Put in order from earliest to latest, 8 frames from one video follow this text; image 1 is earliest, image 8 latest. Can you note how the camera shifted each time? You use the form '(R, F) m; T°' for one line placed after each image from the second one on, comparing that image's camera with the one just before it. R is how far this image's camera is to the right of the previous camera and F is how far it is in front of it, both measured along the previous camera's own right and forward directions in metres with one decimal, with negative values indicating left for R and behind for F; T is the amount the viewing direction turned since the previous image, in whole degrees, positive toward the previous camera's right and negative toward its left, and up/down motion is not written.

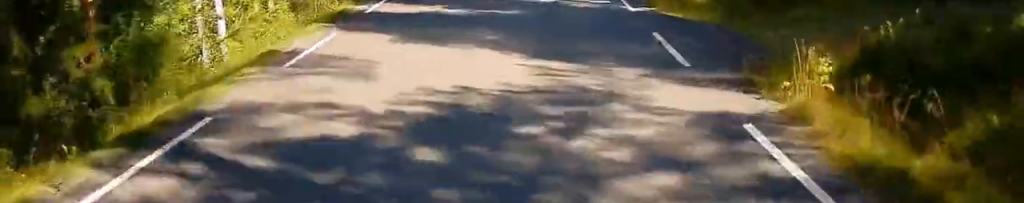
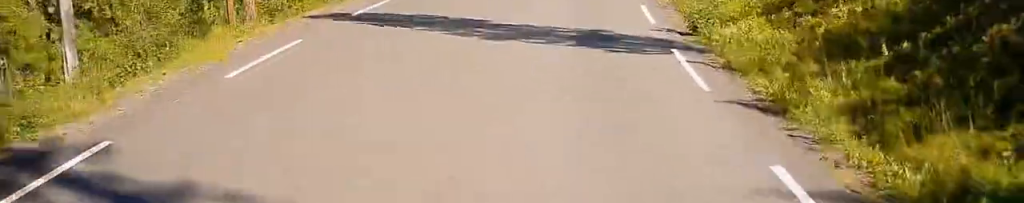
(+3.8, +36.9) m; +6°
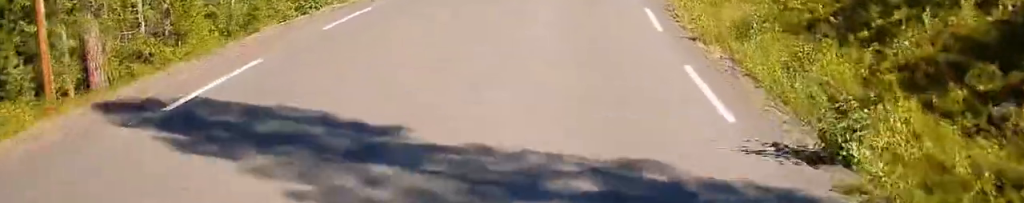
(0.0, +7.7) m; 0°
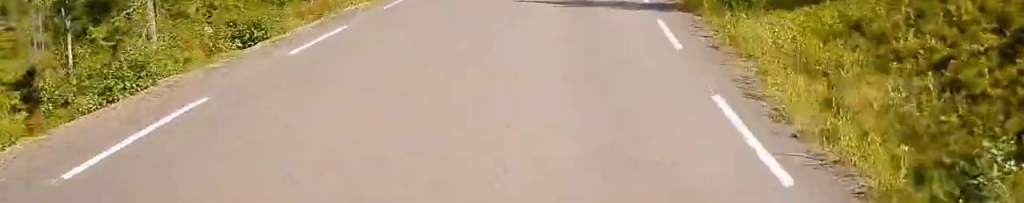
(0.0, +8.0) m; 0°
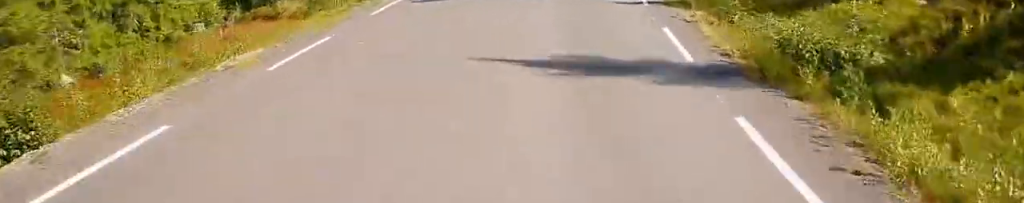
(0.0, +7.0) m; 0°
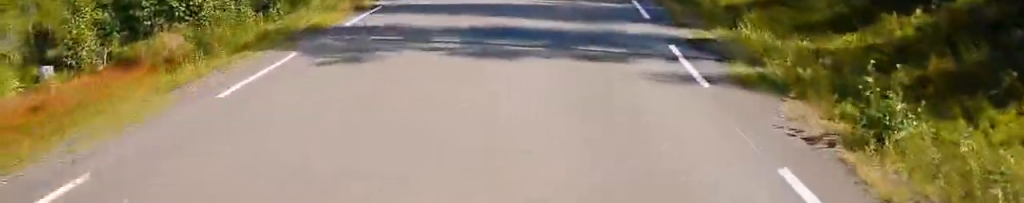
(0.0, +7.5) m; 0°
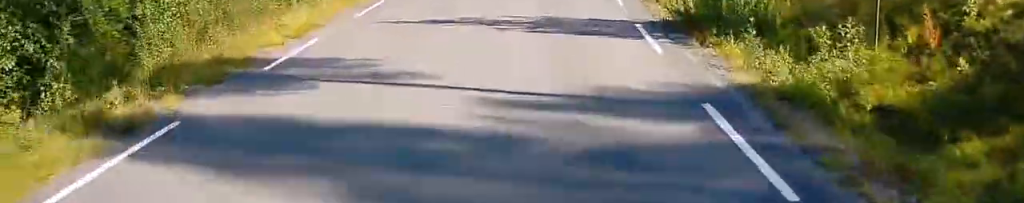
(0.0, +9.7) m; 0°
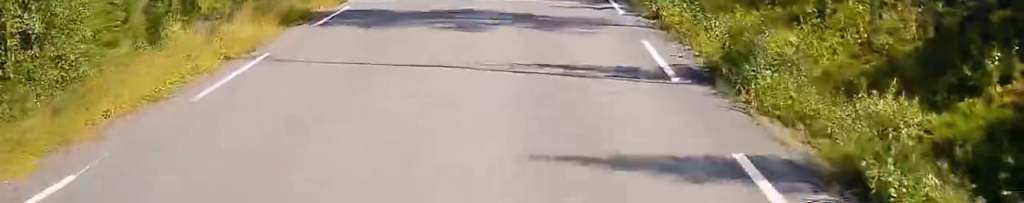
(0.0, +13.5) m; +1°
